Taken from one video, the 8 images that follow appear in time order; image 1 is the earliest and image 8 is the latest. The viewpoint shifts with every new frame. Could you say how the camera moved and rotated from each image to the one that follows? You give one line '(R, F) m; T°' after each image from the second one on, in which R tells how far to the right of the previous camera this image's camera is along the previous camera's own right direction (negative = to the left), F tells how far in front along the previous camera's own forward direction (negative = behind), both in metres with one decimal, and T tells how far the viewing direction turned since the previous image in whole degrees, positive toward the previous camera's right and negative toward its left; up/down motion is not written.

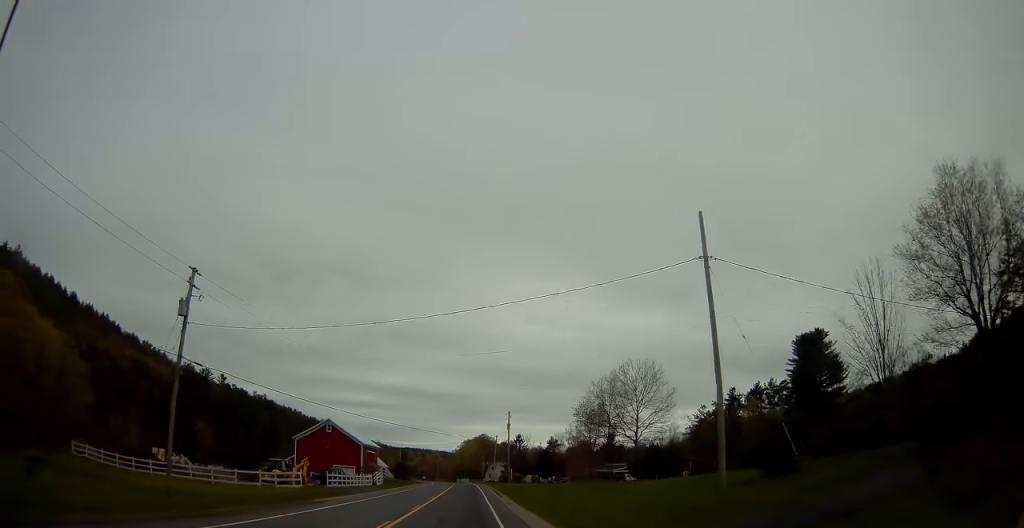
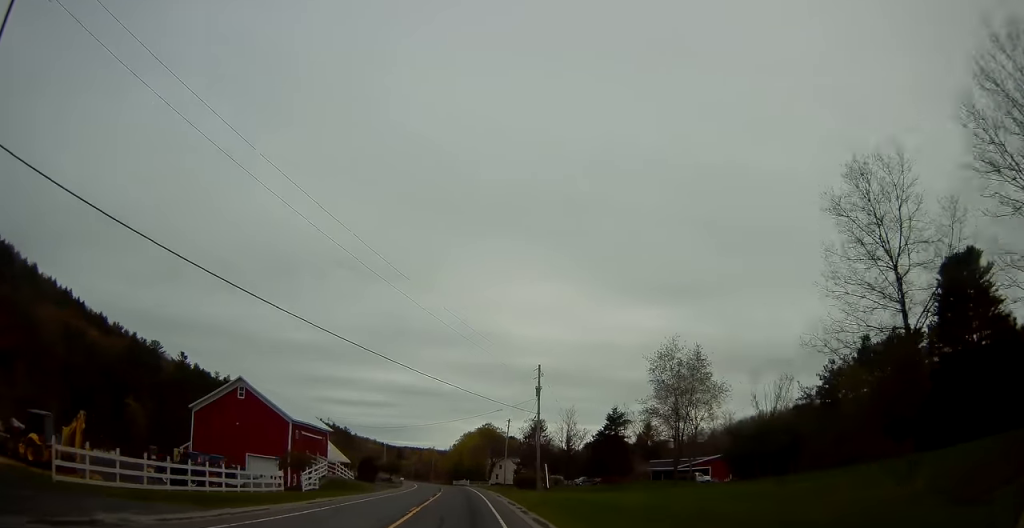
(+0.4, +40.8) m; +1°
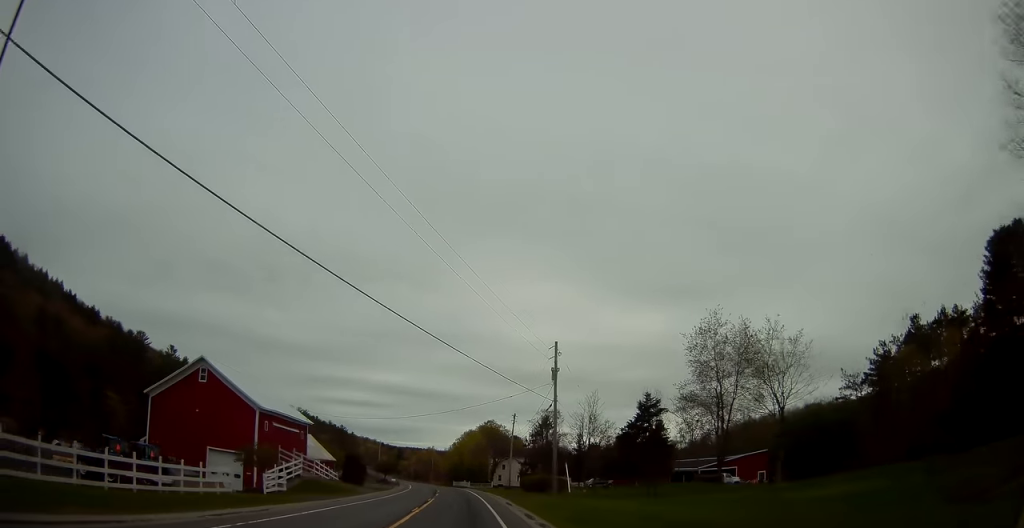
(0.0, +10.0) m; 0°
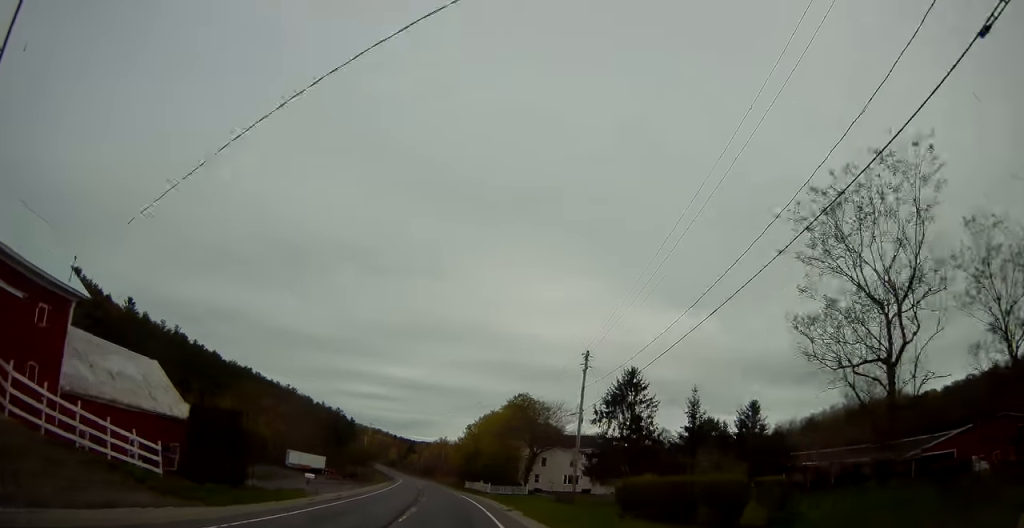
(-0.6, +44.3) m; -2°
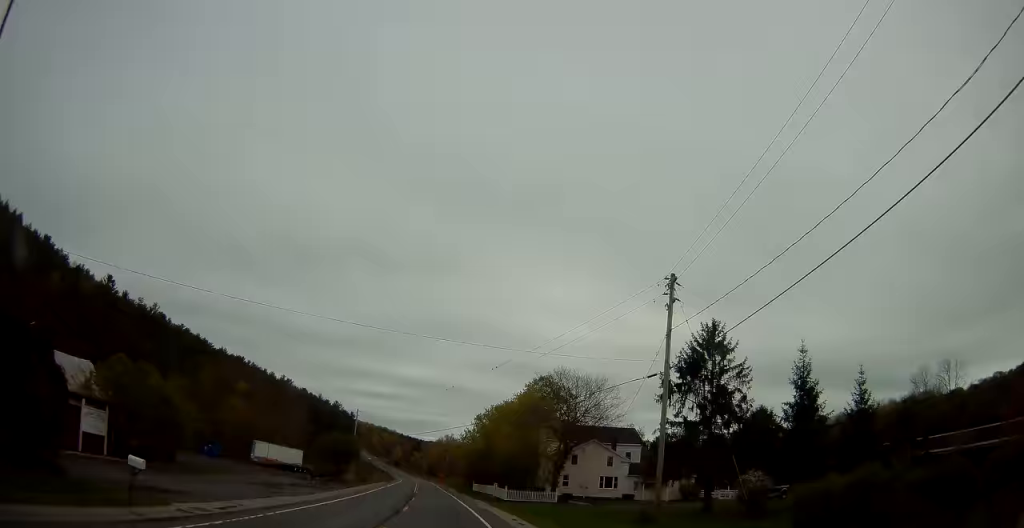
(0.0, +17.8) m; -1°
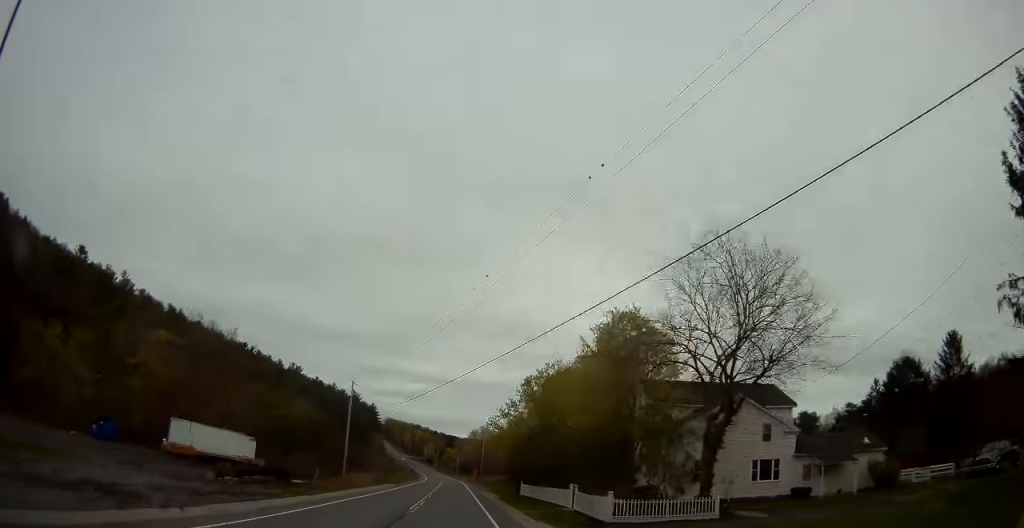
(-0.6, +28.6) m; -2°
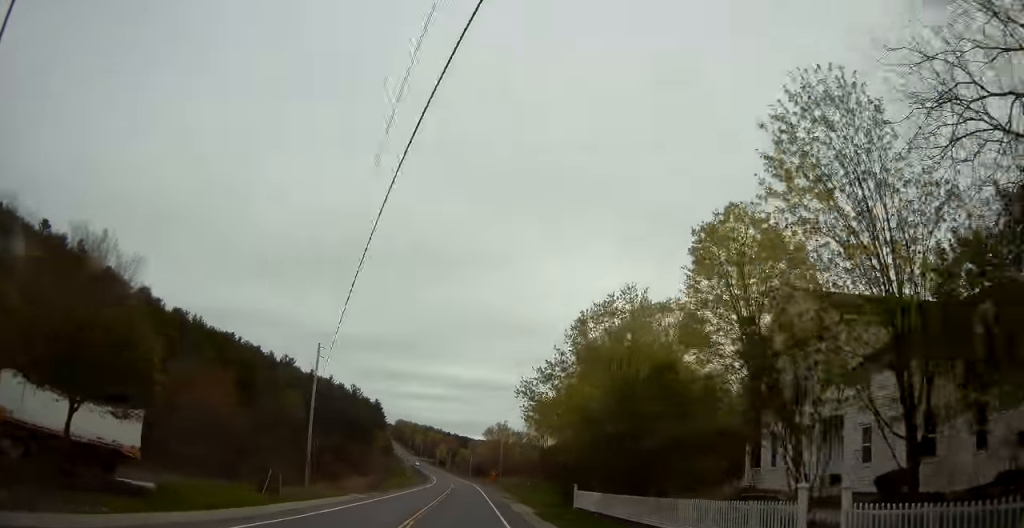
(-0.3, +21.1) m; -1°
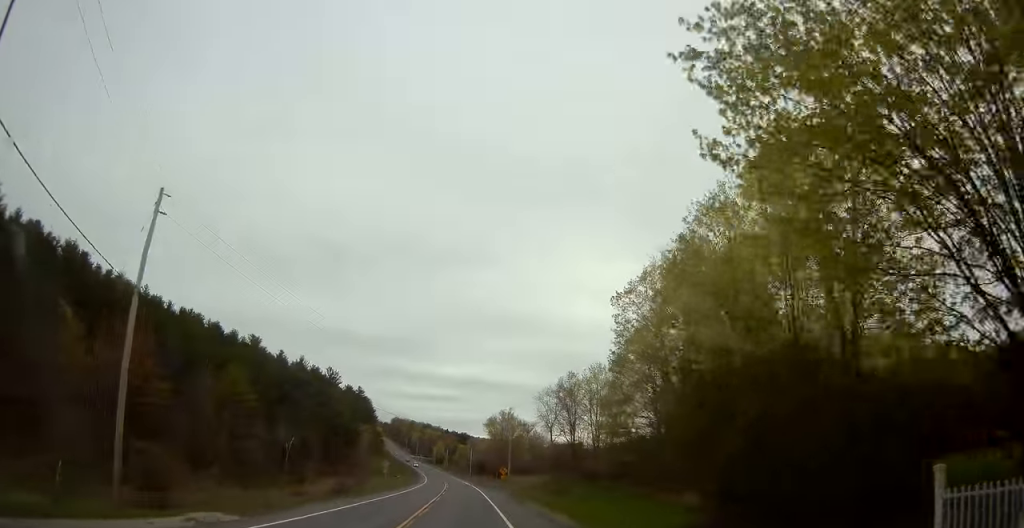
(-0.4, +27.1) m; -1°
